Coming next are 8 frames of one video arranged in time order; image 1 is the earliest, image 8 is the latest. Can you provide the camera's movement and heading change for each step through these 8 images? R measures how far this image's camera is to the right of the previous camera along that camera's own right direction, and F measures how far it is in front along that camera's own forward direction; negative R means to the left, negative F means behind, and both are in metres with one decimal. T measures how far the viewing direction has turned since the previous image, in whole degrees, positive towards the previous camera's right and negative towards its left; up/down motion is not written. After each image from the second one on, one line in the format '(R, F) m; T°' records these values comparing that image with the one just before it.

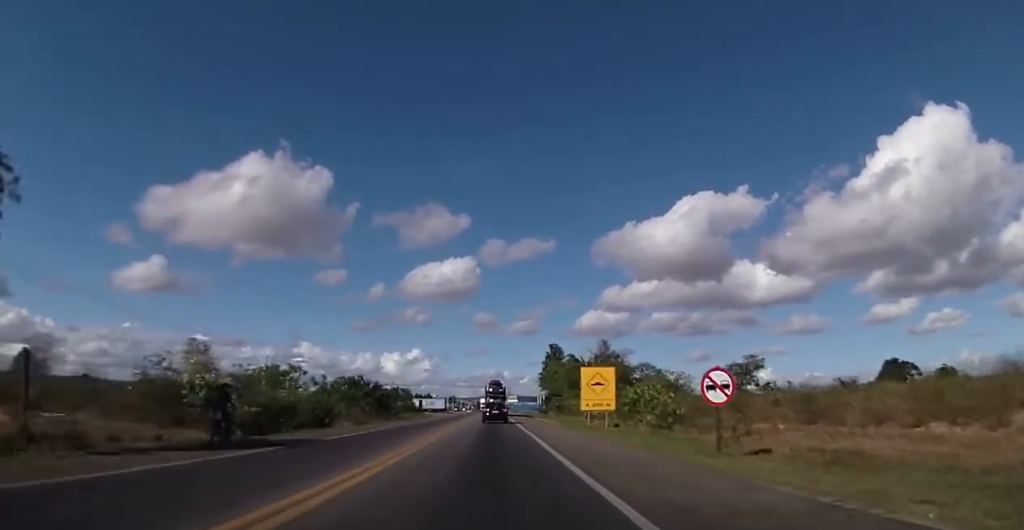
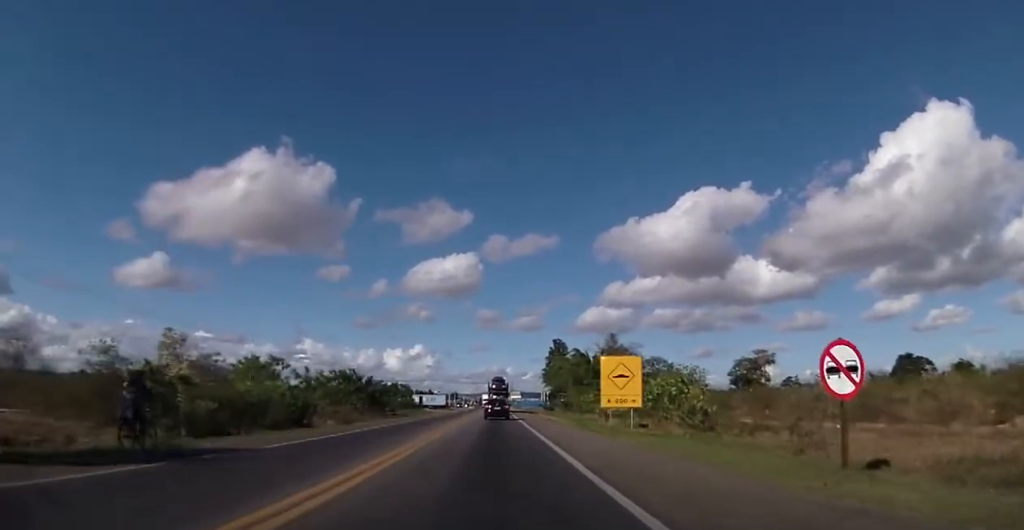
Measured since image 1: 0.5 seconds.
(0.0, +6.7) m; 0°
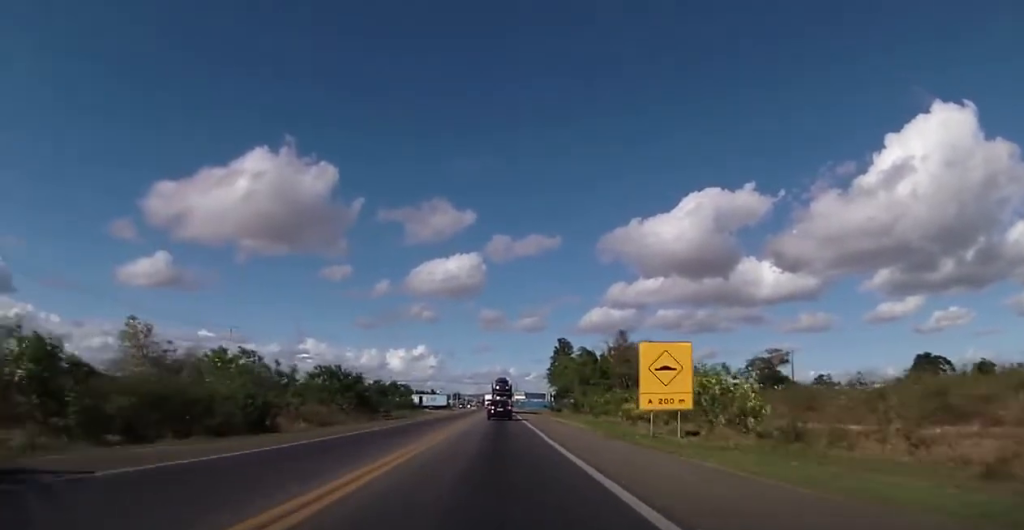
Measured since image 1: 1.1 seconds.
(0.0, +8.4) m; 0°
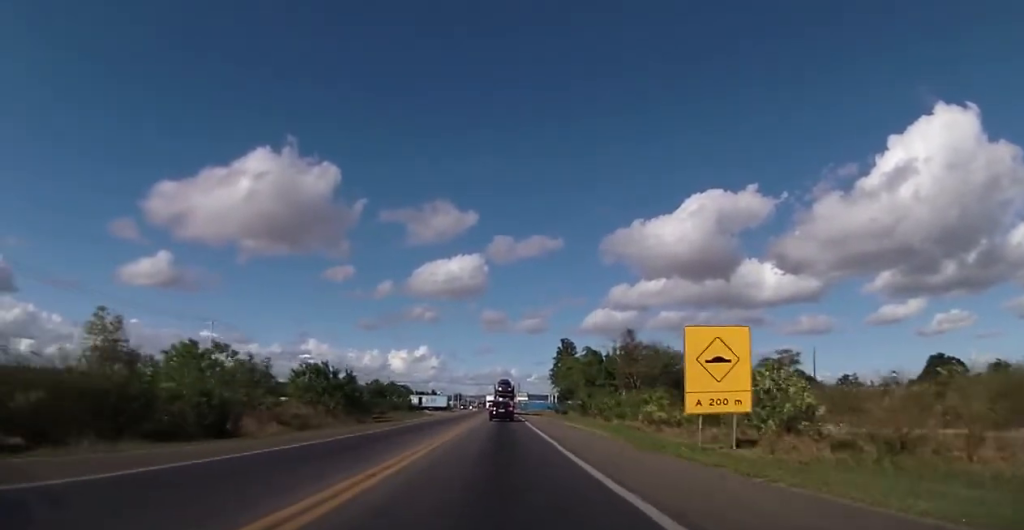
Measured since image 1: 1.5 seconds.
(0.0, +6.0) m; 0°
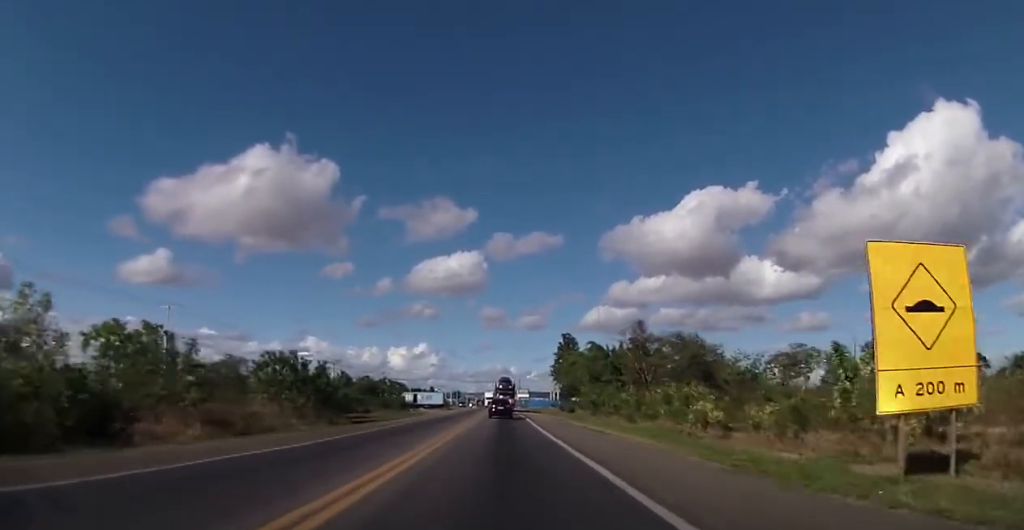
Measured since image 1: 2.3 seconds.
(-0.1, +10.4) m; -2°
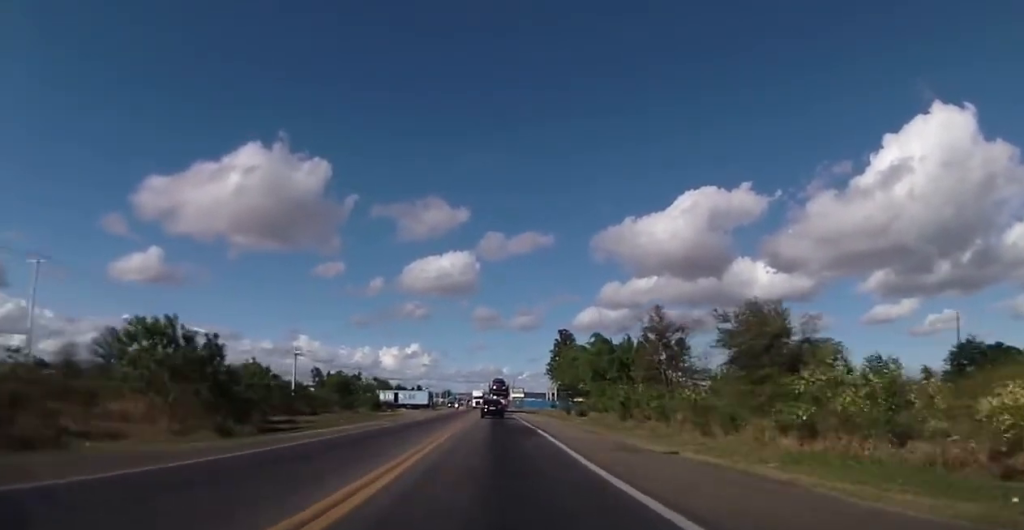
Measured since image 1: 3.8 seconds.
(-0.2, +20.0) m; 0°
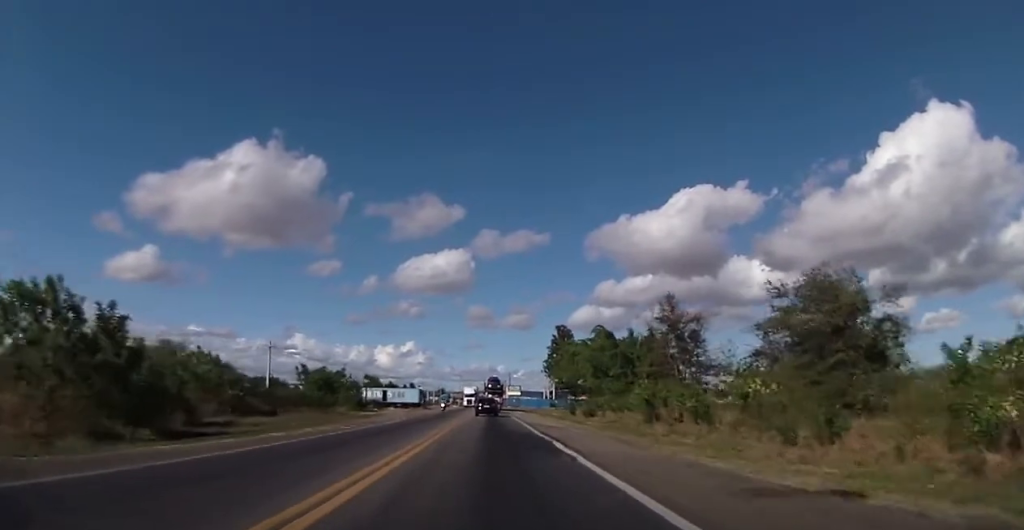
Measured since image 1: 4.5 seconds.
(+0.1, +10.0) m; +1°
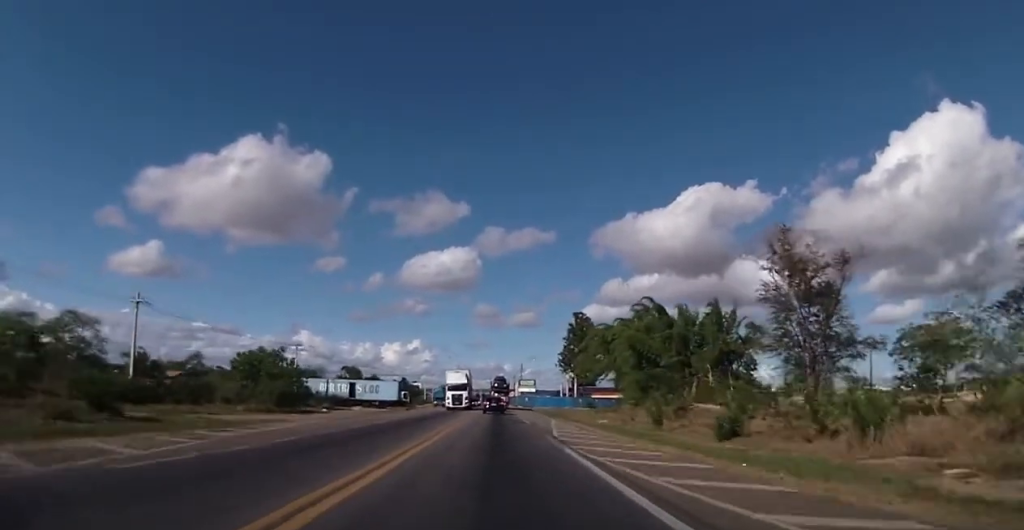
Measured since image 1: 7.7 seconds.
(+1.0, +39.1) m; -1°
